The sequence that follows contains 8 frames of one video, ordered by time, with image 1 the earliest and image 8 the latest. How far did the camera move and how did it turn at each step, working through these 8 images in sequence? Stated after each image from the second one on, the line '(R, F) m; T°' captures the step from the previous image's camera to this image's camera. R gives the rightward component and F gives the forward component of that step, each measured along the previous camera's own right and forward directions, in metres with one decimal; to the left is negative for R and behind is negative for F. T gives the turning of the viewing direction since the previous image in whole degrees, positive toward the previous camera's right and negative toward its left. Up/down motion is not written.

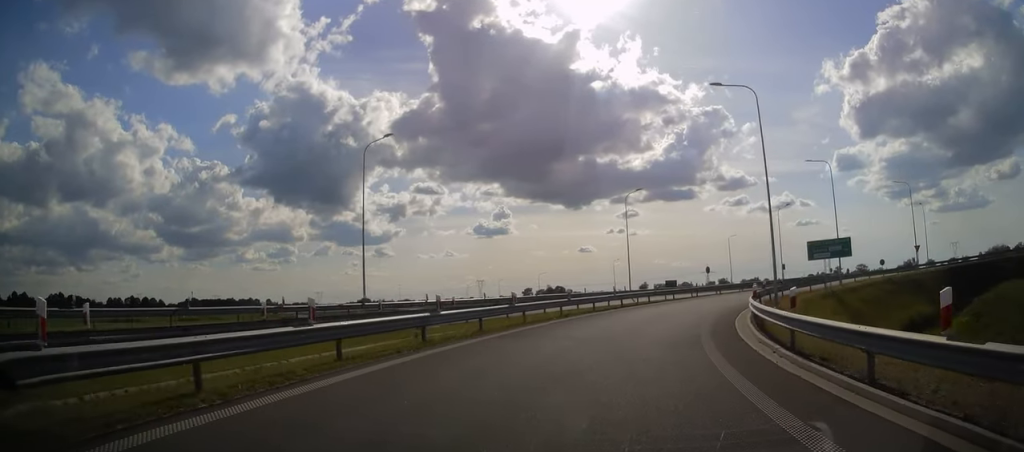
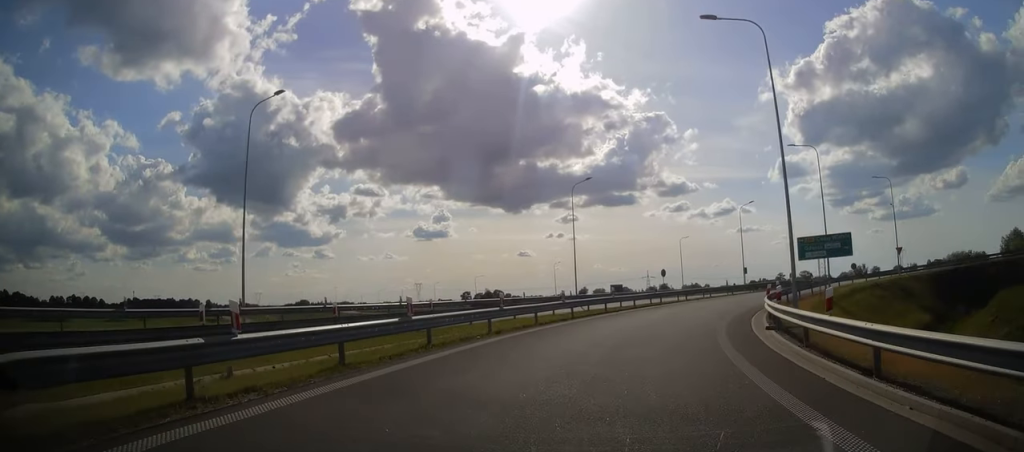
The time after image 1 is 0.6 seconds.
(+0.2, +8.0) m; +5°
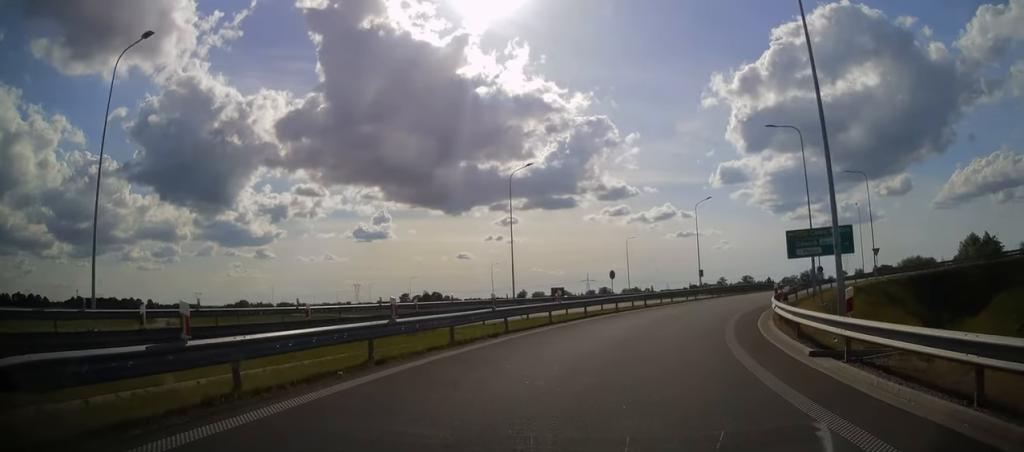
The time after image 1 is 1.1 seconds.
(+0.4, +6.8) m; +5°
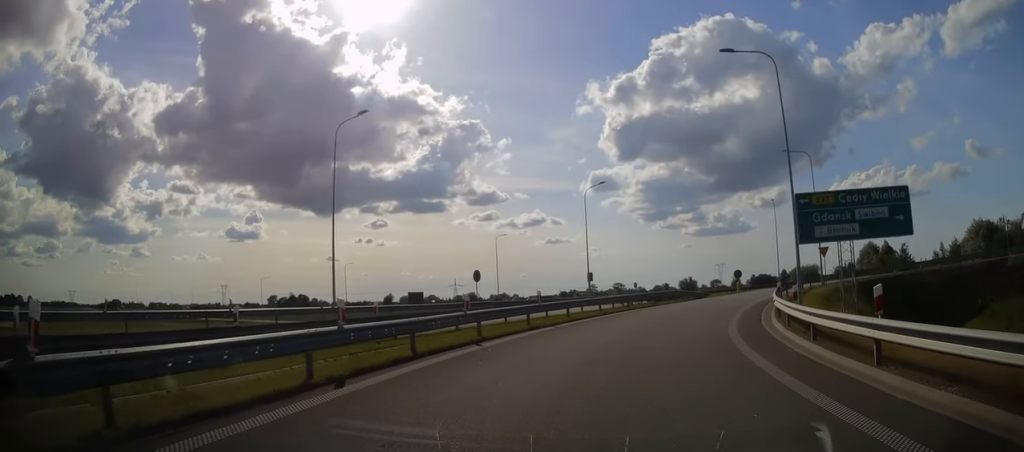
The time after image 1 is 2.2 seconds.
(+1.1, +13.8) m; +11°
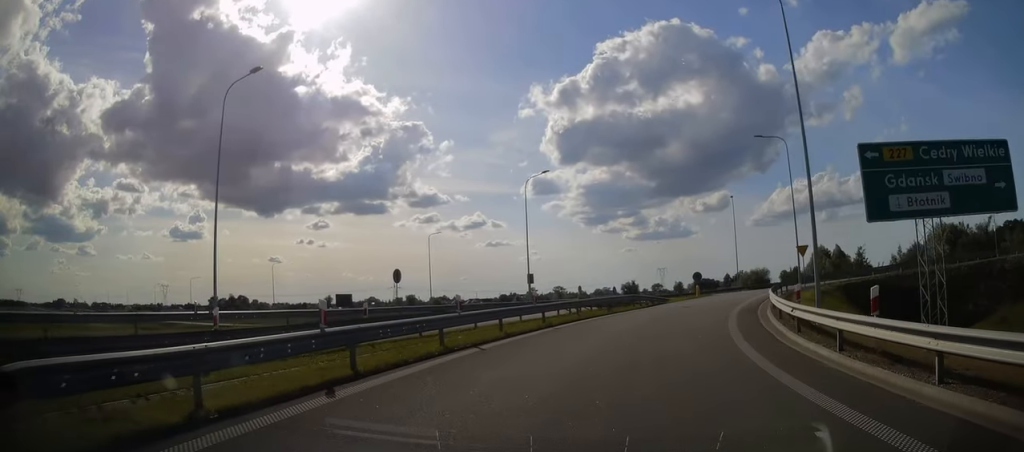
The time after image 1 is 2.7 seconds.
(+0.5, +6.2) m; +5°
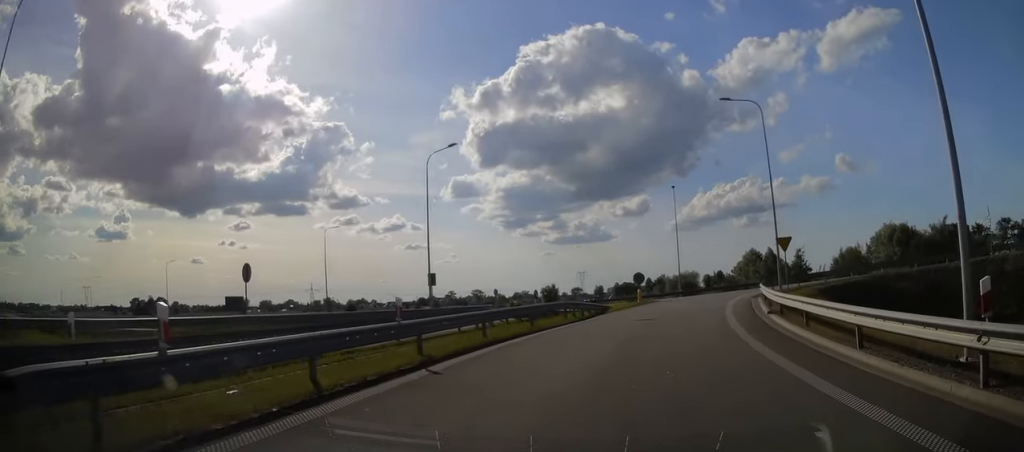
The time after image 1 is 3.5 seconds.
(+0.7, +9.4) m; +8°
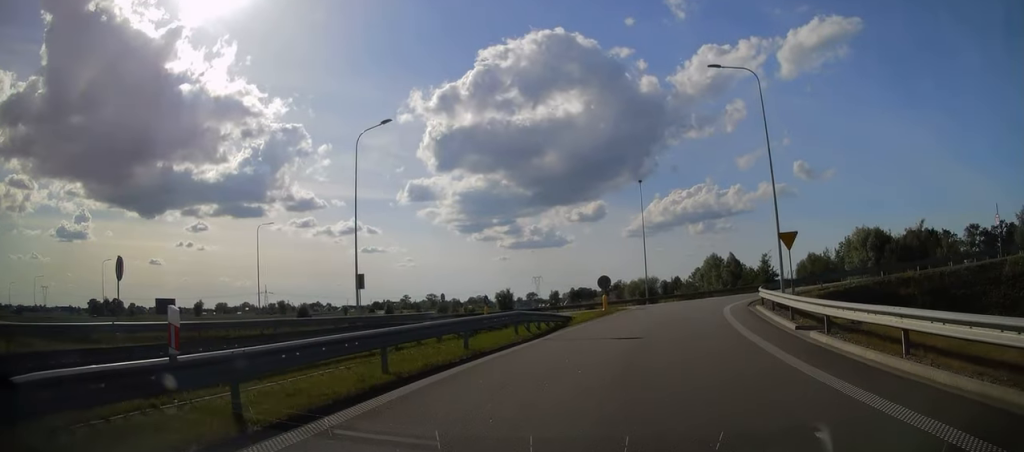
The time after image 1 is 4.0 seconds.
(+0.2, +6.0) m; +4°
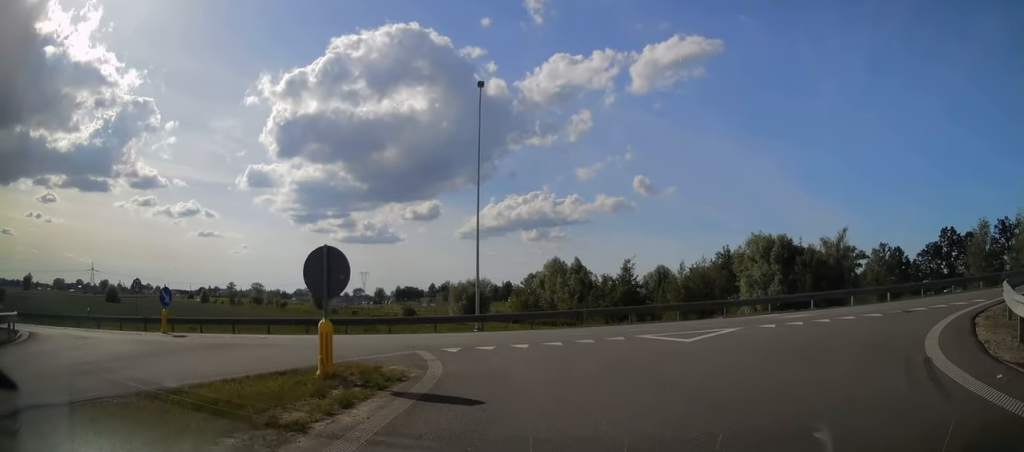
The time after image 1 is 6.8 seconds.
(+4.2, +25.7) m; +17°
